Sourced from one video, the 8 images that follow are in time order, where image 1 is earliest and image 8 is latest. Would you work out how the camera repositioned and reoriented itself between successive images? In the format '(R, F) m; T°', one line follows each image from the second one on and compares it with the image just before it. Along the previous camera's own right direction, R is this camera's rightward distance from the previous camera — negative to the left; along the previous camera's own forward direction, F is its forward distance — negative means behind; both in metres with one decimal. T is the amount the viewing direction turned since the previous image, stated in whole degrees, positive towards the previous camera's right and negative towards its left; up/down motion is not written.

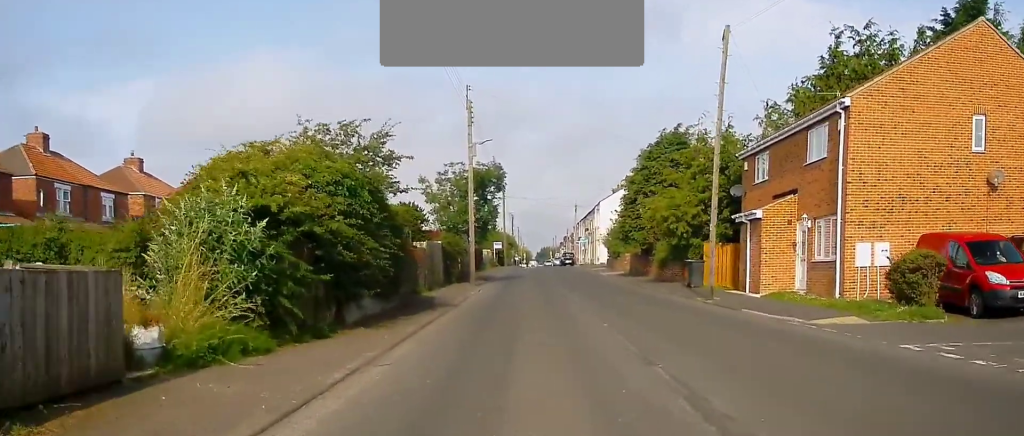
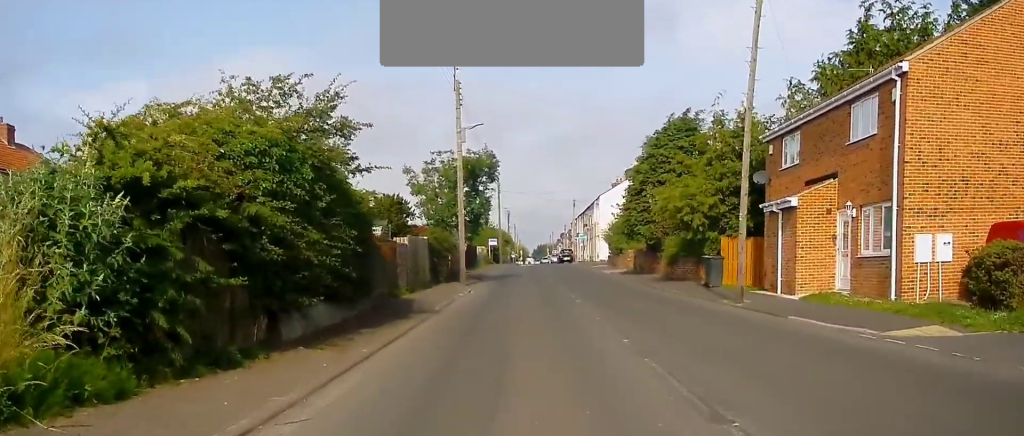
(-0.3, +3.7) m; 0°
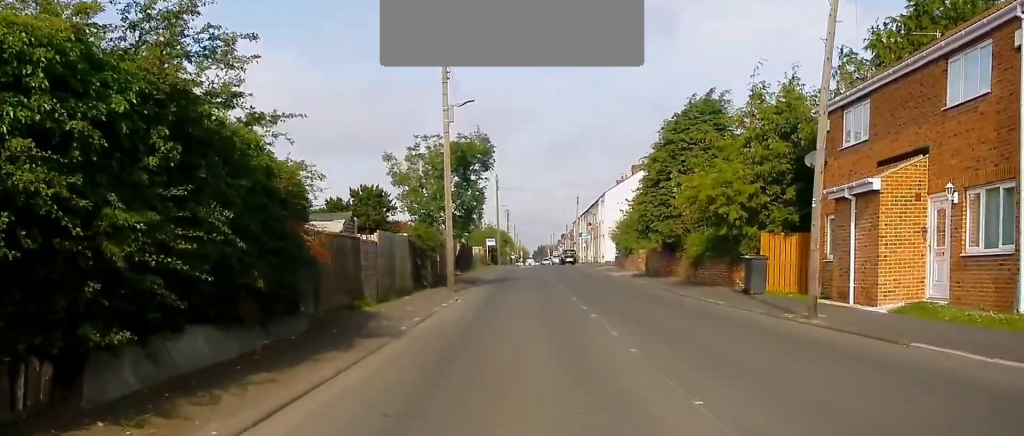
(+0.3, +5.2) m; +1°
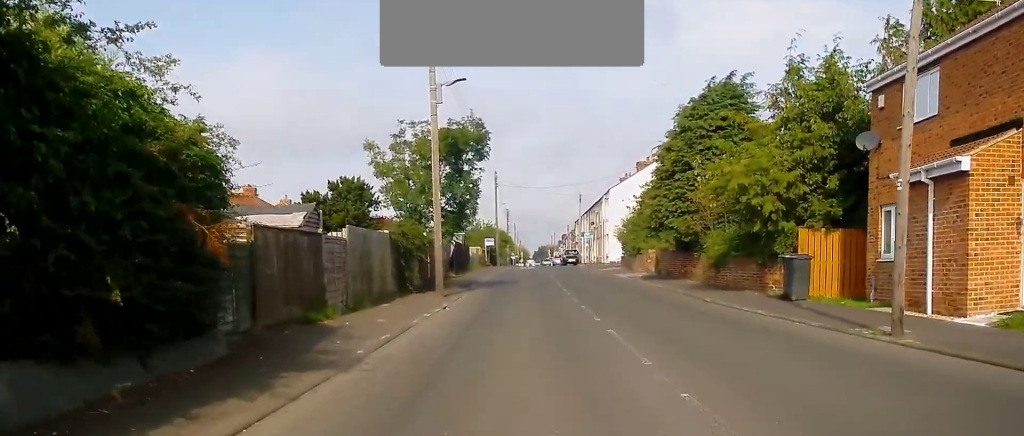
(+0.2, +3.5) m; 0°
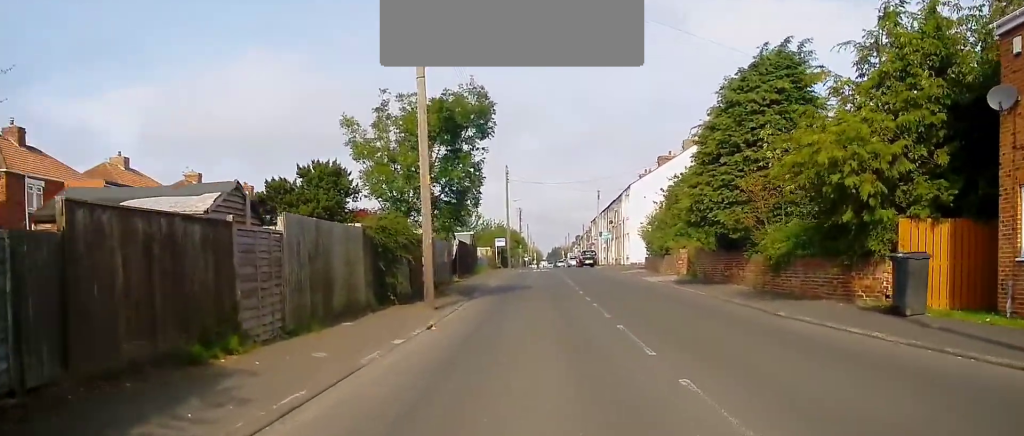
(-0.3, +5.4) m; -2°
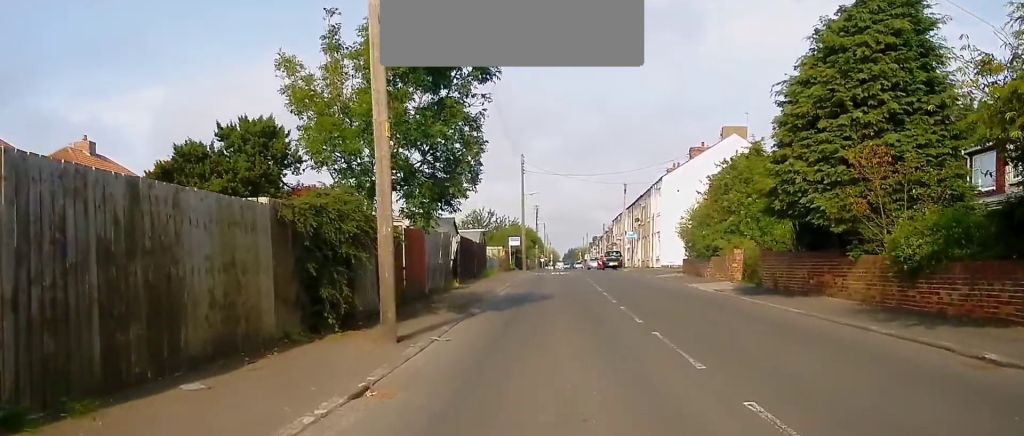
(-0.1, +7.5) m; 0°
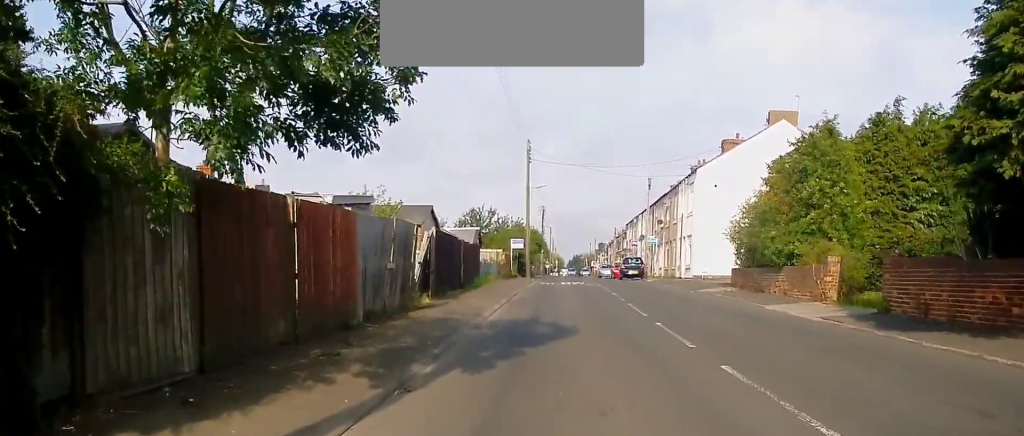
(+0.1, +9.9) m; -1°
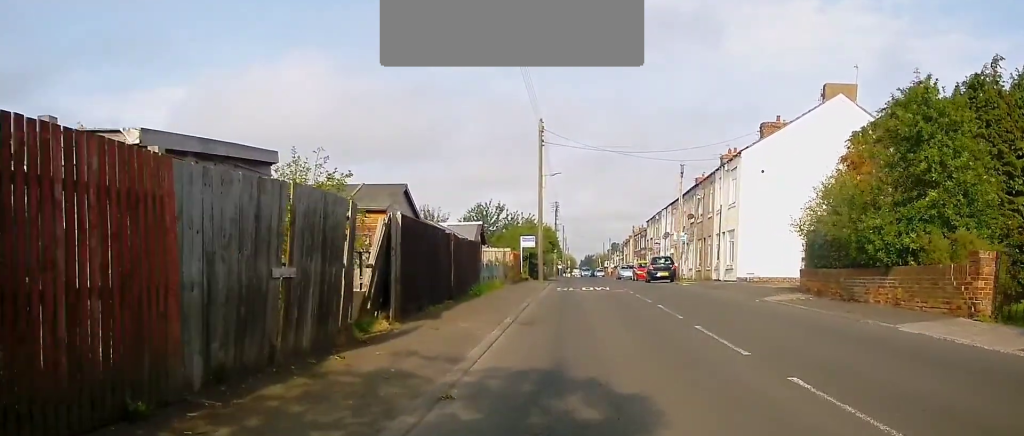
(-0.4, +8.1) m; 0°
